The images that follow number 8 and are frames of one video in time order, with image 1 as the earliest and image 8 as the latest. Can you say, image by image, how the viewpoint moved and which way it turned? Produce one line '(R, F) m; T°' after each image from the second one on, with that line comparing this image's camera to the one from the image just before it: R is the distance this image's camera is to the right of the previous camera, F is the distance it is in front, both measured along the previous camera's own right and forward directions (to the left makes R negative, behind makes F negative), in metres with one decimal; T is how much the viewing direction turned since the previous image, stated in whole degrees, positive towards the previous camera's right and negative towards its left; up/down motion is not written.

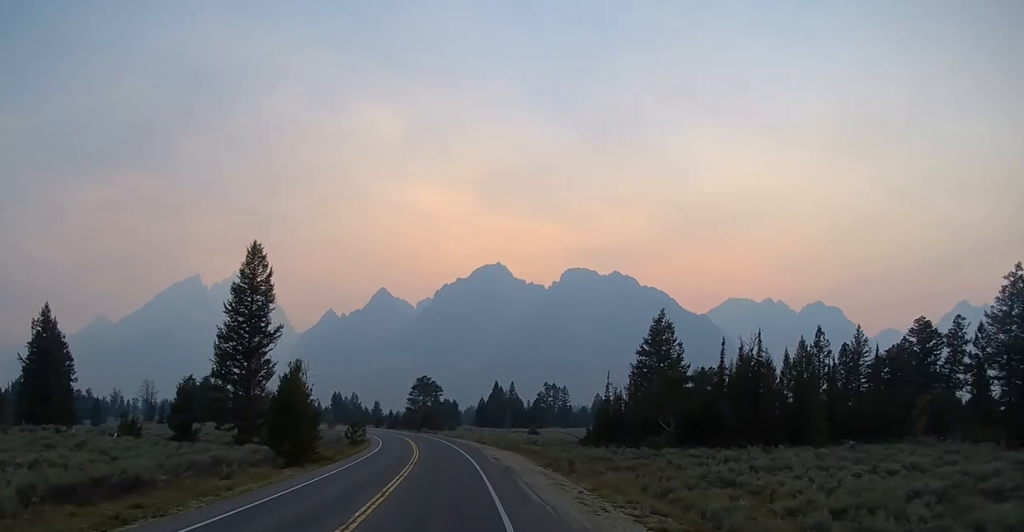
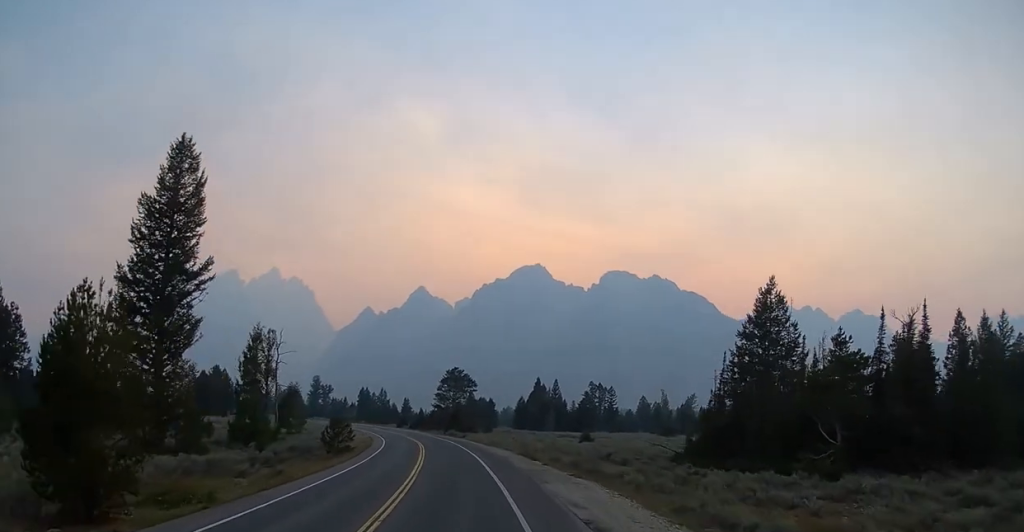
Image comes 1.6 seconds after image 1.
(-0.5, +26.3) m; -2°
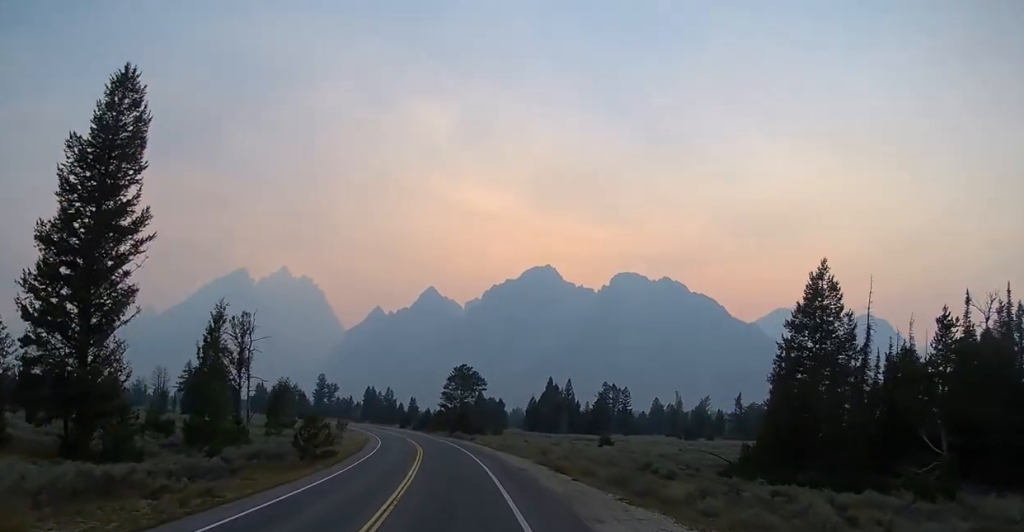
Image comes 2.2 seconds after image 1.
(0.0, +9.6) m; -1°
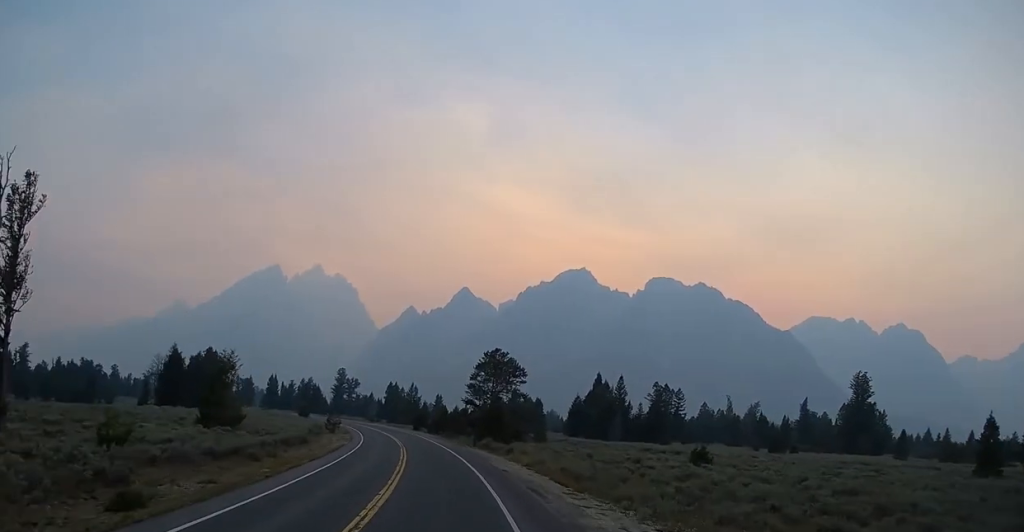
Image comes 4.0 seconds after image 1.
(-1.1, +30.3) m; -4°
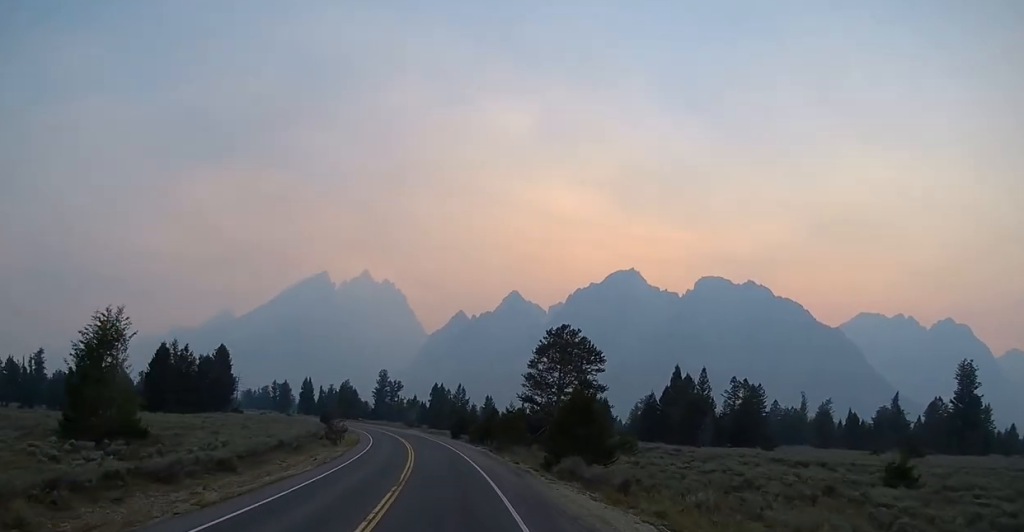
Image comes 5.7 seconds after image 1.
(-0.5, +27.1) m; -4°
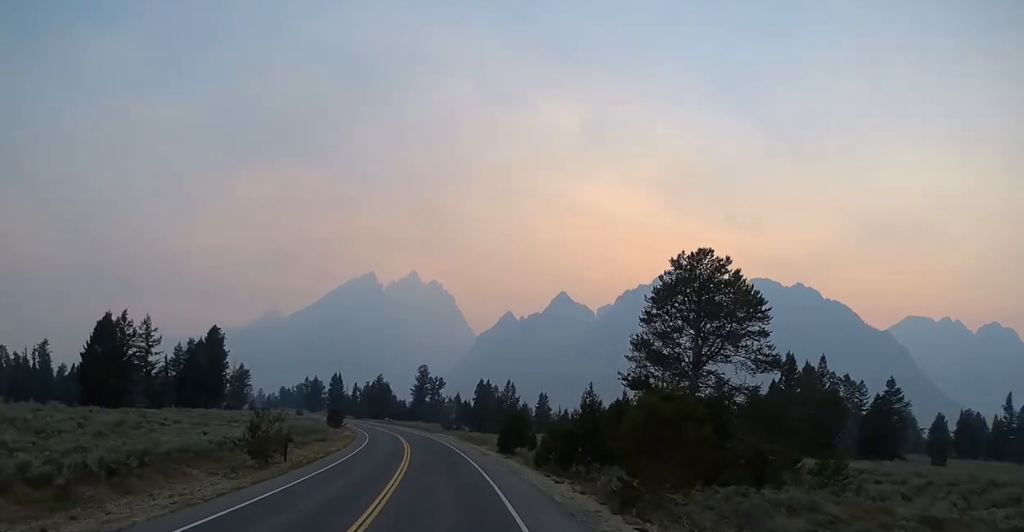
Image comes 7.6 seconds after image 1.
(-1.4, +34.7) m; -4°
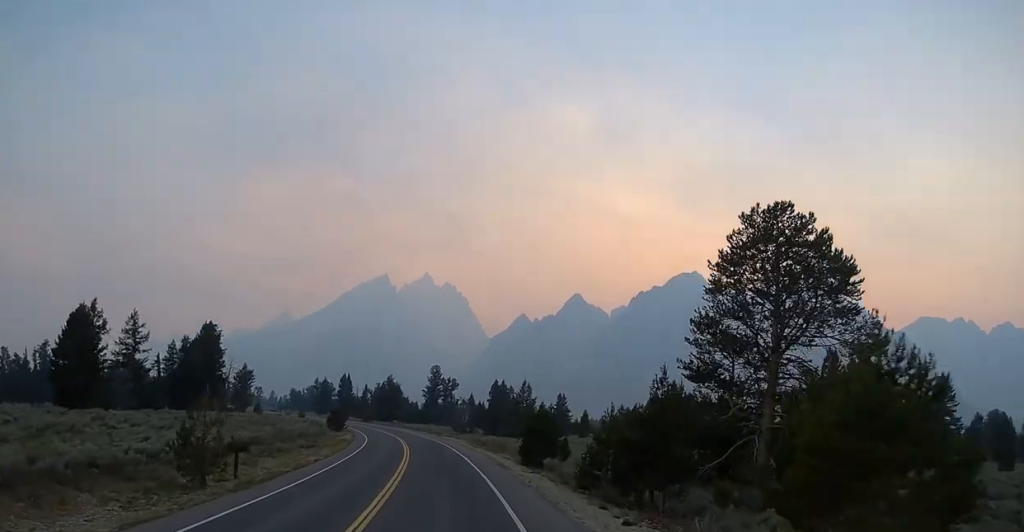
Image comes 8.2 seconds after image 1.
(0.0, +9.3) m; -1°
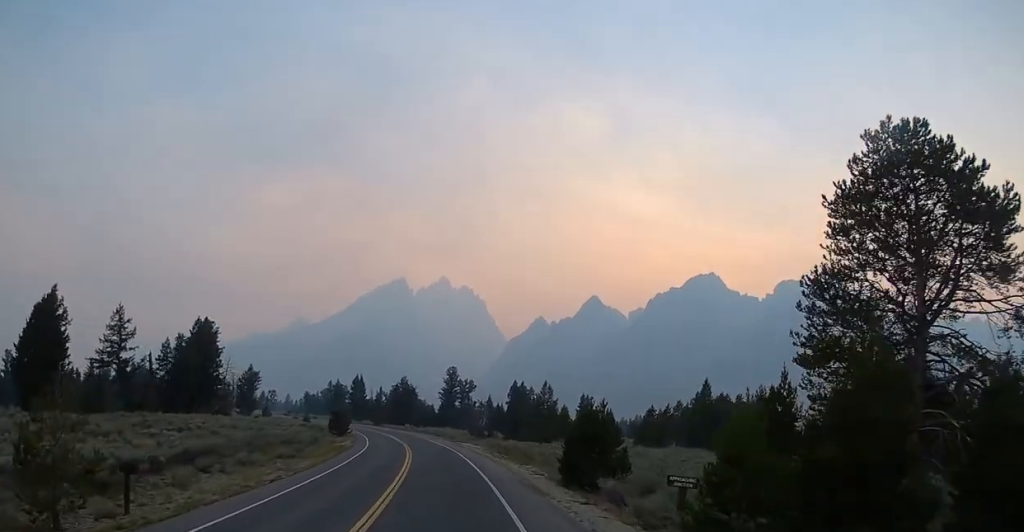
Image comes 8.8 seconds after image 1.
(-0.4, +9.9) m; -1°
